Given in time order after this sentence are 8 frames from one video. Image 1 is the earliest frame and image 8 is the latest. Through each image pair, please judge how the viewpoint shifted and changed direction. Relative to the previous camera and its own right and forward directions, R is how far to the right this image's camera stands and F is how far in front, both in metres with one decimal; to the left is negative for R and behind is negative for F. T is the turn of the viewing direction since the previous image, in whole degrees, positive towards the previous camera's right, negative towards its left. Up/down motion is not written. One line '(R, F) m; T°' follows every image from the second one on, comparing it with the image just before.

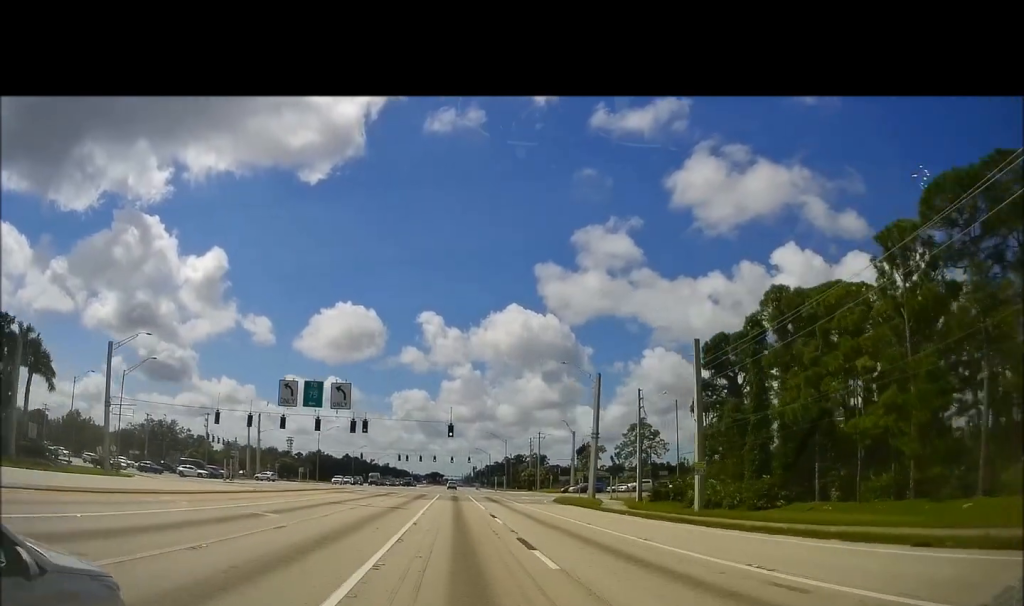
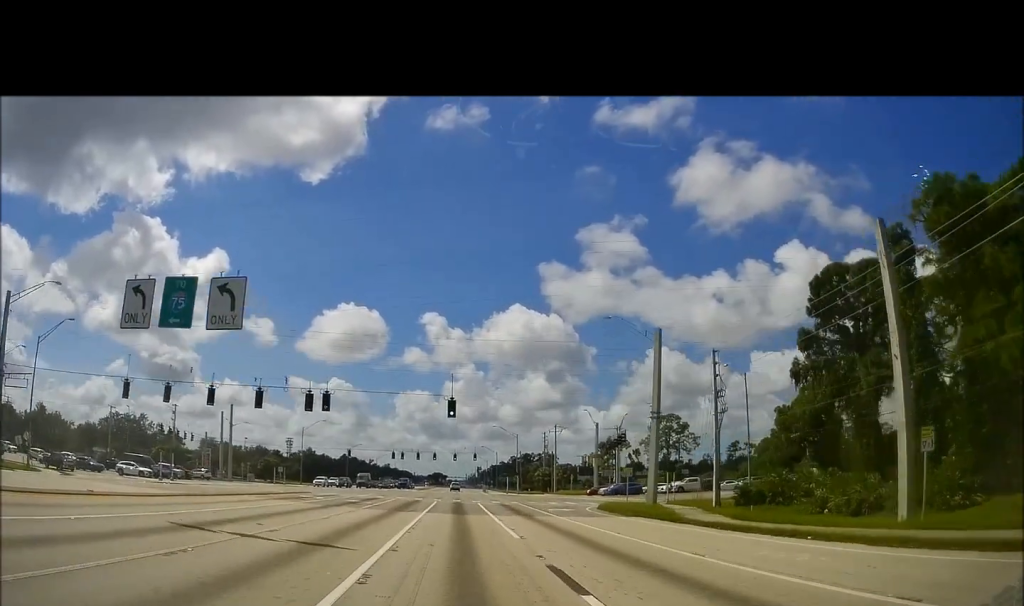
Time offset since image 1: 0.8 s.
(0.0, +18.7) m; 0°
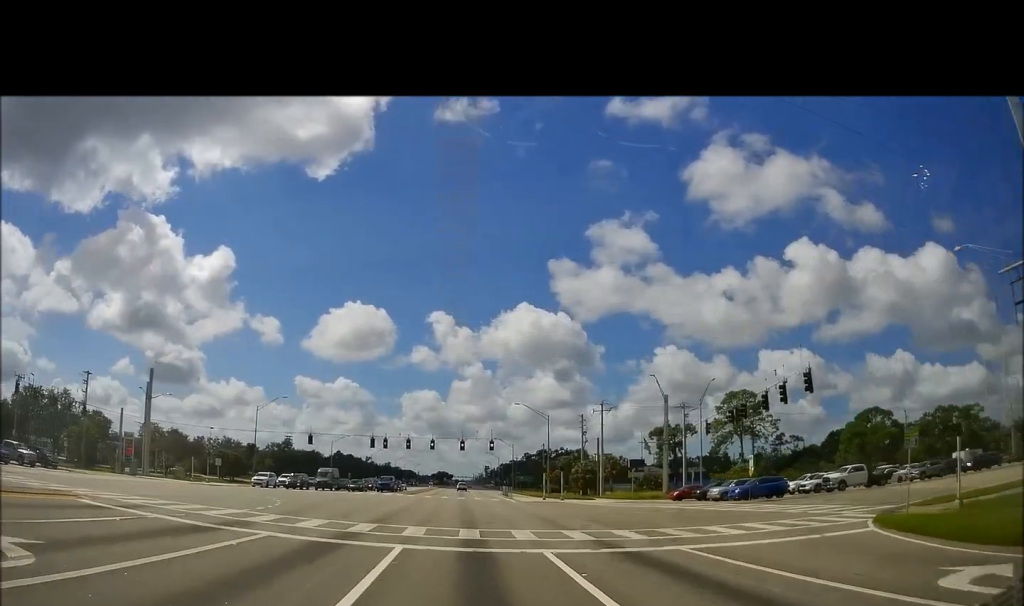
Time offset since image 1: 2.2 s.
(+0.1, +34.6) m; +1°
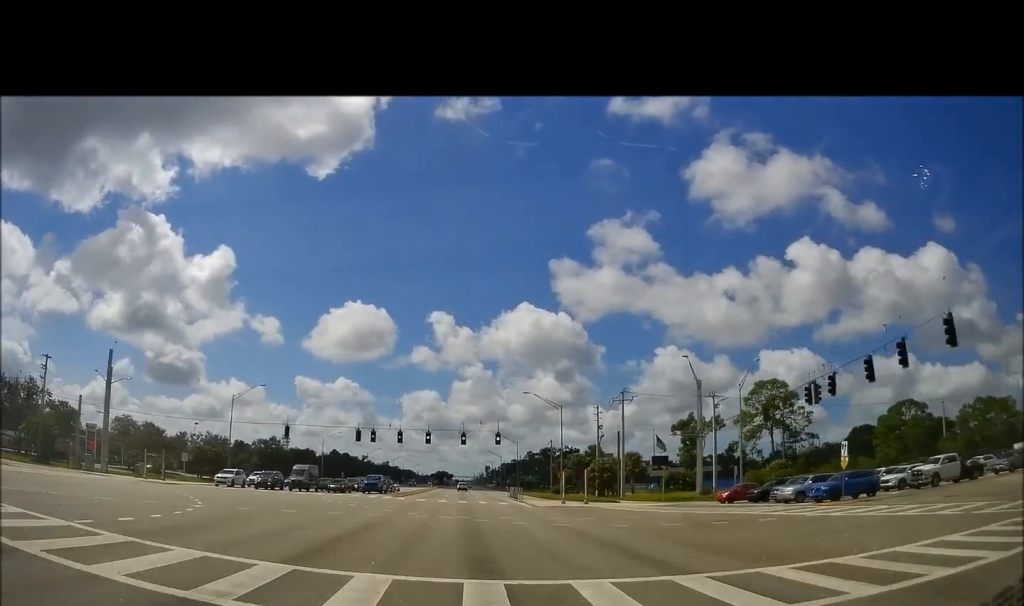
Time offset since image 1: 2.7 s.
(0.0, +11.2) m; 0°
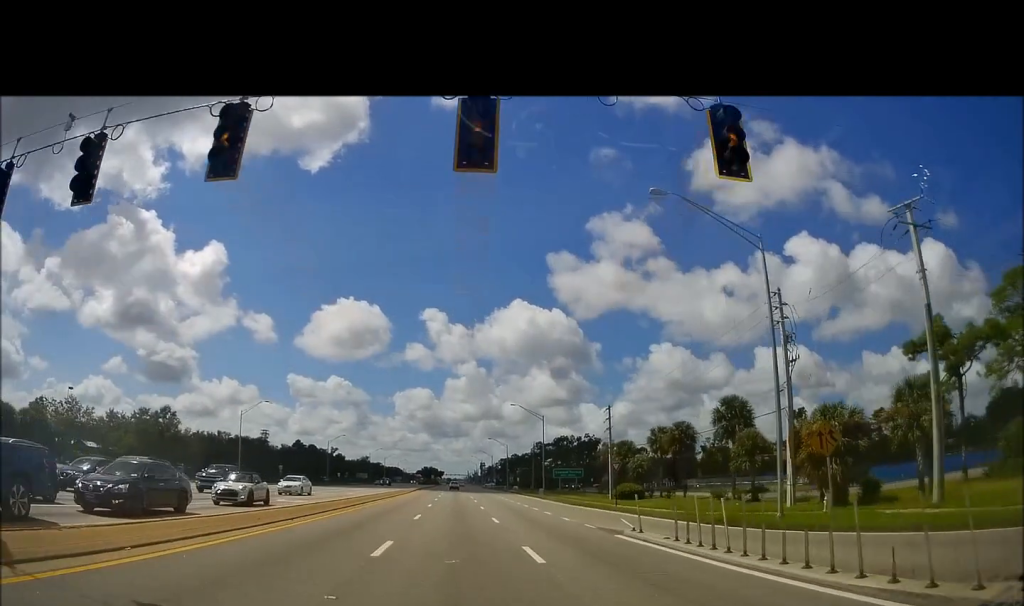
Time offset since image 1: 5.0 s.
(-0.6, +56.1) m; -1°
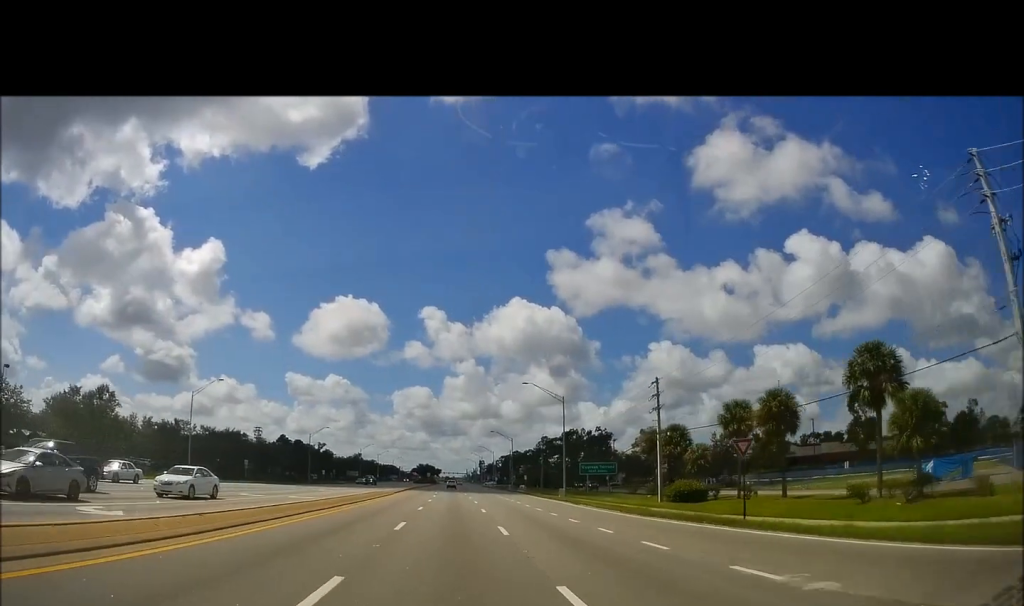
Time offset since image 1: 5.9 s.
(0.0, +19.1) m; 0°
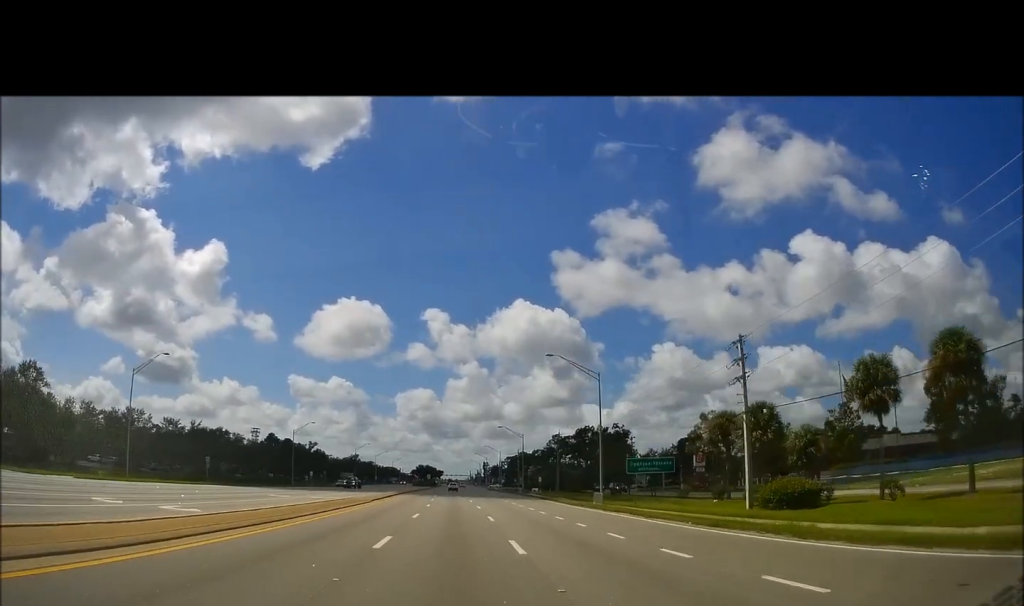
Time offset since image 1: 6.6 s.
(+0.1, +17.2) m; 0°
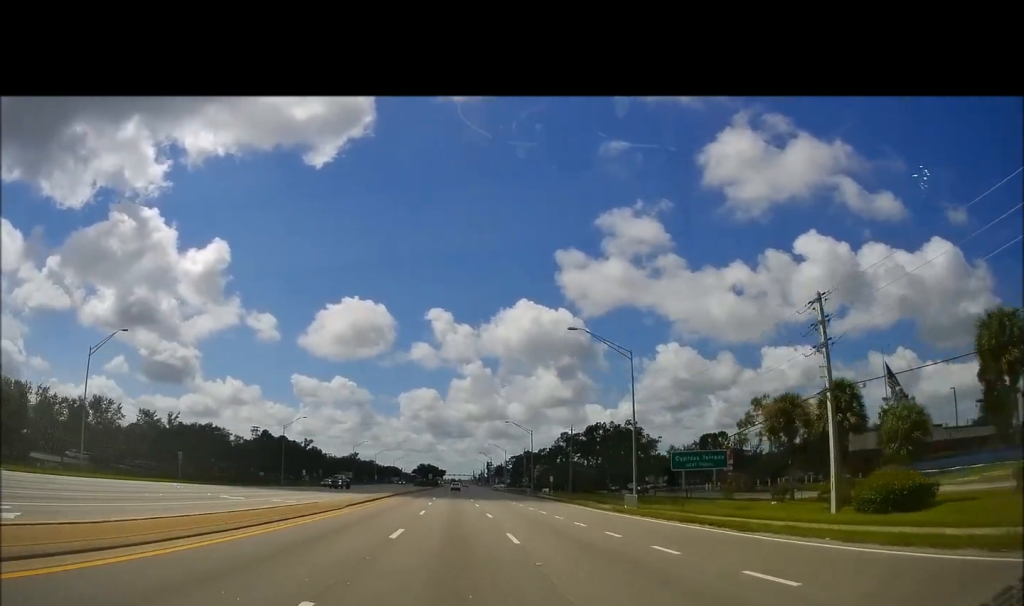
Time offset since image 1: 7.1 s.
(-0.2, +9.6) m; 0°
